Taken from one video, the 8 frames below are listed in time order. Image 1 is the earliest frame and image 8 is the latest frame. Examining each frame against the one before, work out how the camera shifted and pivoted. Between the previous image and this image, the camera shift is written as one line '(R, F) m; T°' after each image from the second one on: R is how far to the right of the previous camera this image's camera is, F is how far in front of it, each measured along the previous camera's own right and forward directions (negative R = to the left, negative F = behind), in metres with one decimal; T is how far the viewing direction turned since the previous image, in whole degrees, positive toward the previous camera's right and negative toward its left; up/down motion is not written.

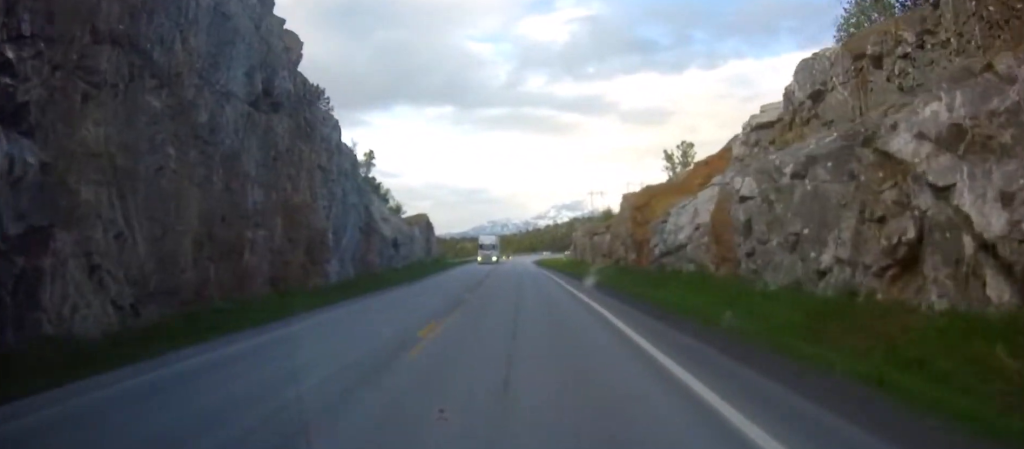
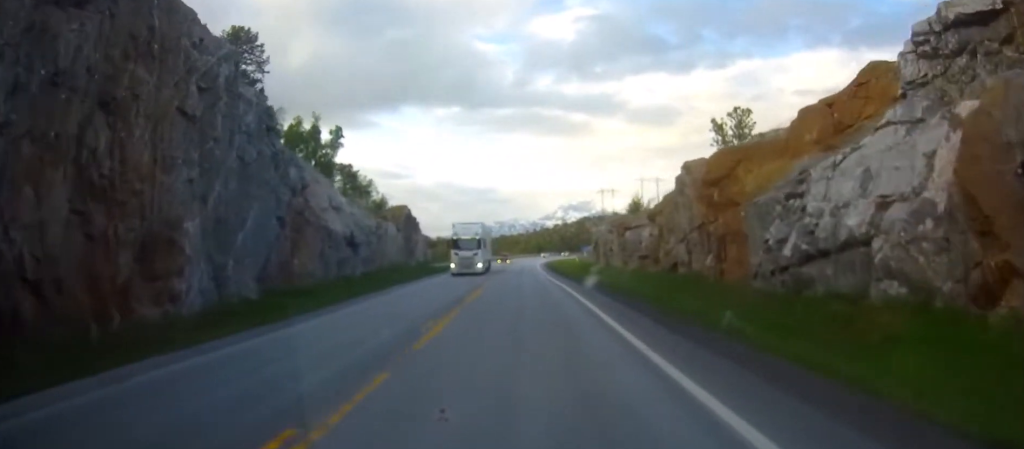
(-0.2, +22.6) m; -1°
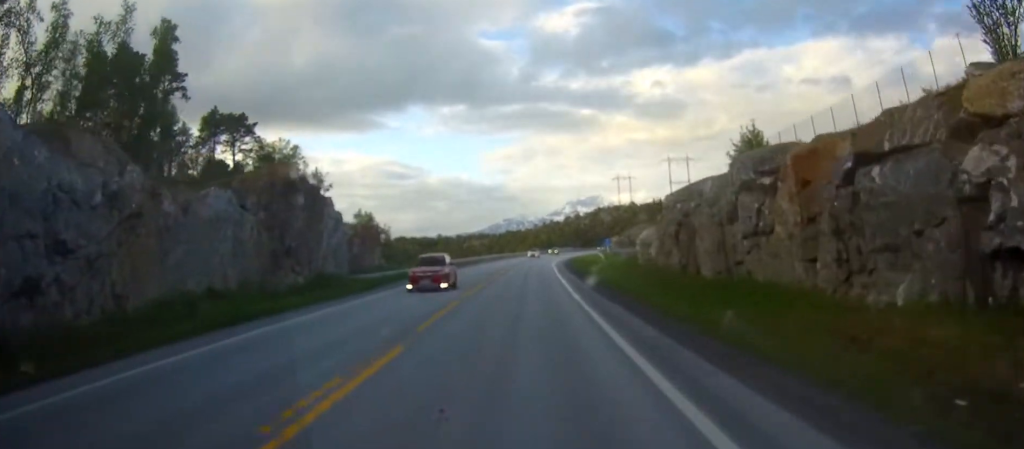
(-0.6, +45.2) m; -1°
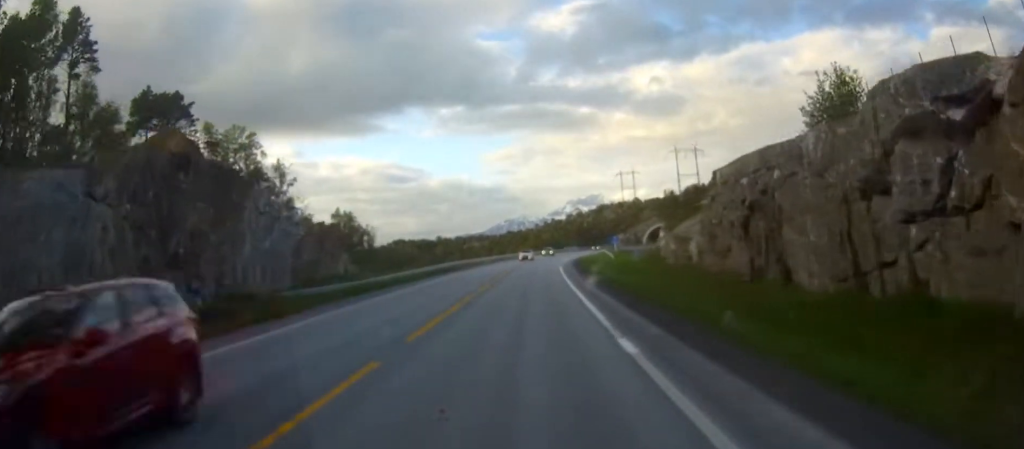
(0.0, +13.6) m; 0°
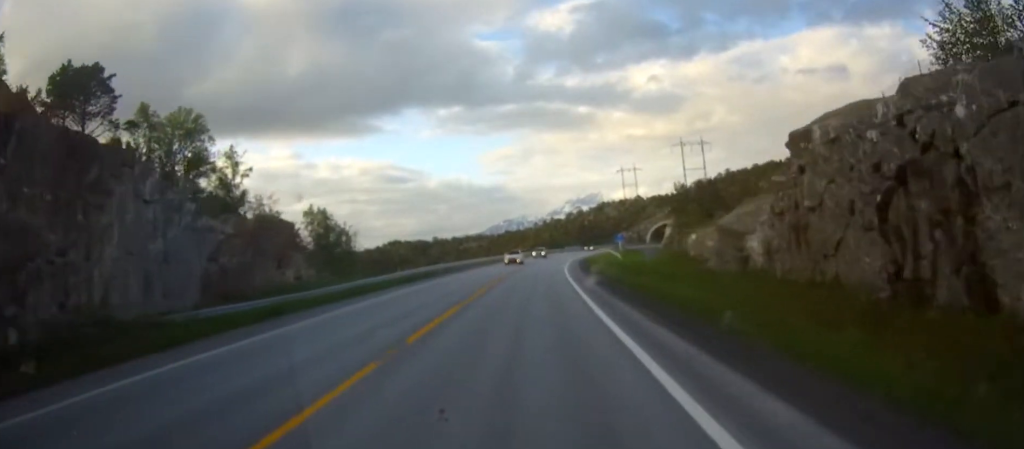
(-0.1, +12.0) m; 0°
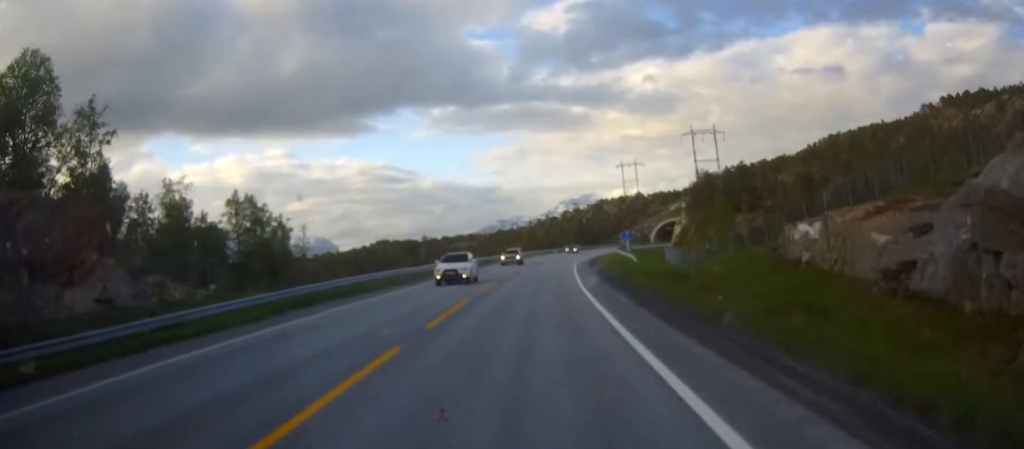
(0.0, +22.5) m; +1°
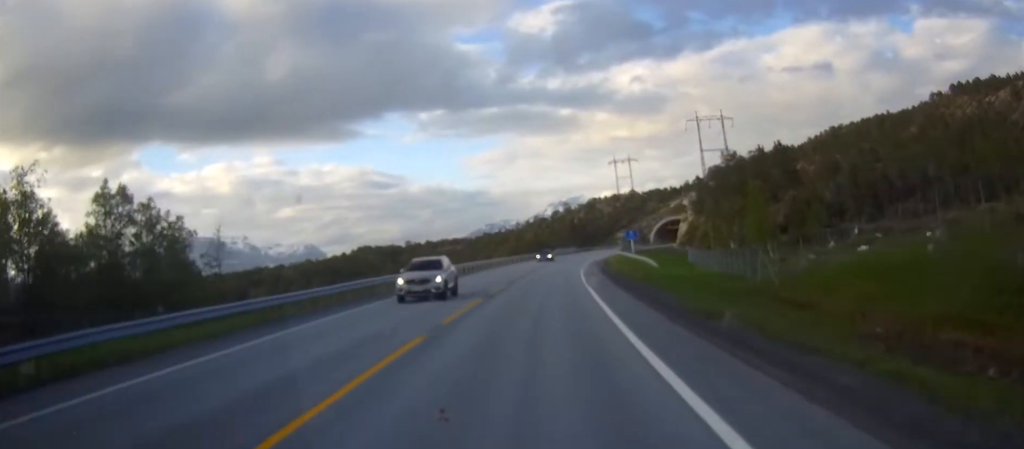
(+0.2, +21.7) m; +1°
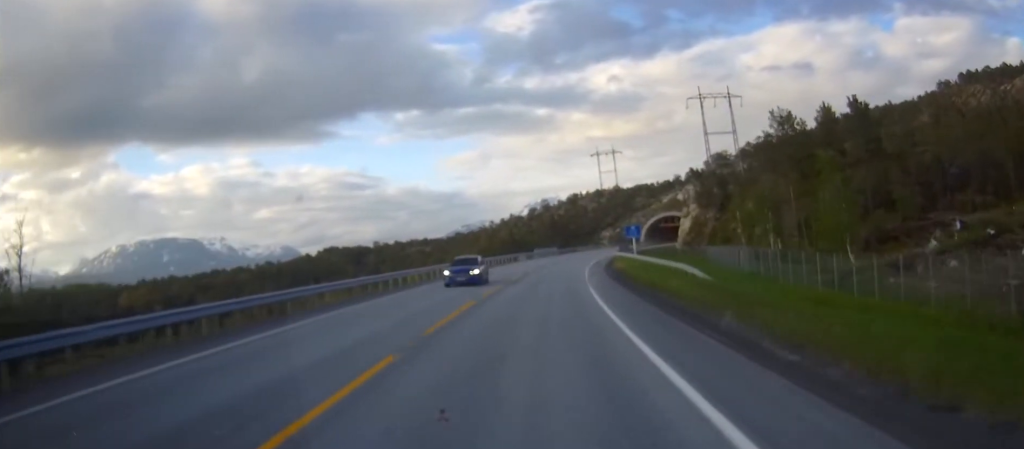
(+0.4, +26.9) m; +2°
